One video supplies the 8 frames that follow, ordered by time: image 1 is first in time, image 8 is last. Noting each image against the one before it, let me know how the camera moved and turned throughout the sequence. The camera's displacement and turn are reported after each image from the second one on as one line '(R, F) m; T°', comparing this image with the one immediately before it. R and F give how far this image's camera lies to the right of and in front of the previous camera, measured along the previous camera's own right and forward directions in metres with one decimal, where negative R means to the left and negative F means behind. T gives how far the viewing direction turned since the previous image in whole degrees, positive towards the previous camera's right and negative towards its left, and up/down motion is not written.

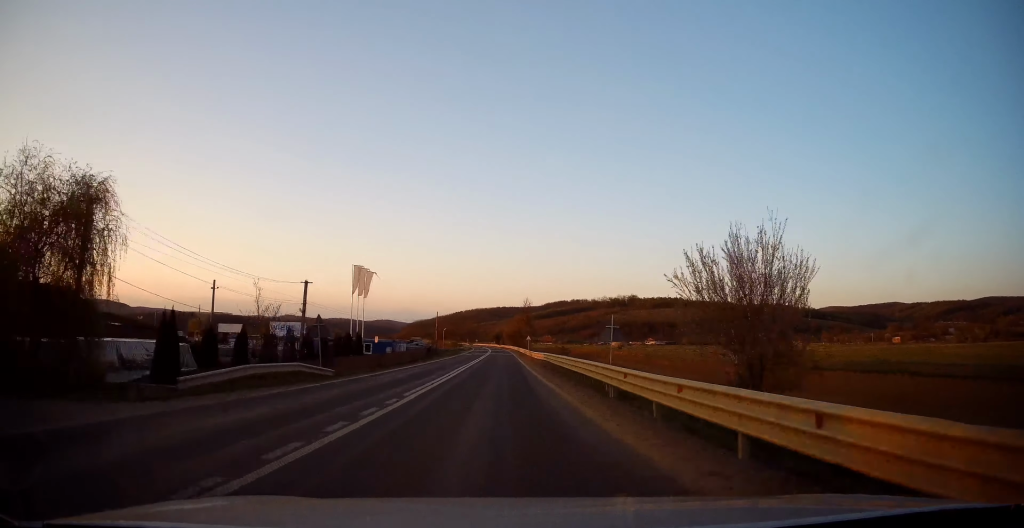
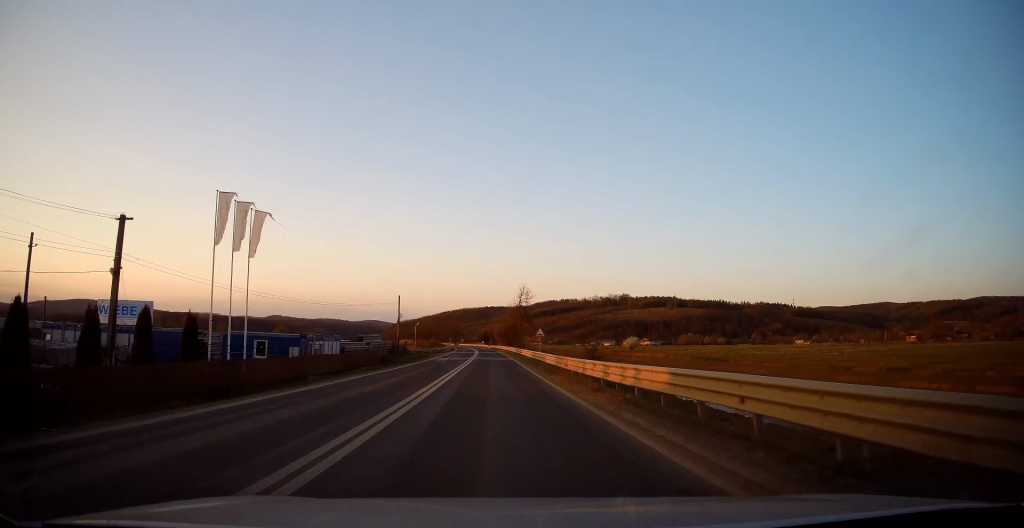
(+1.0, +27.0) m; +2°
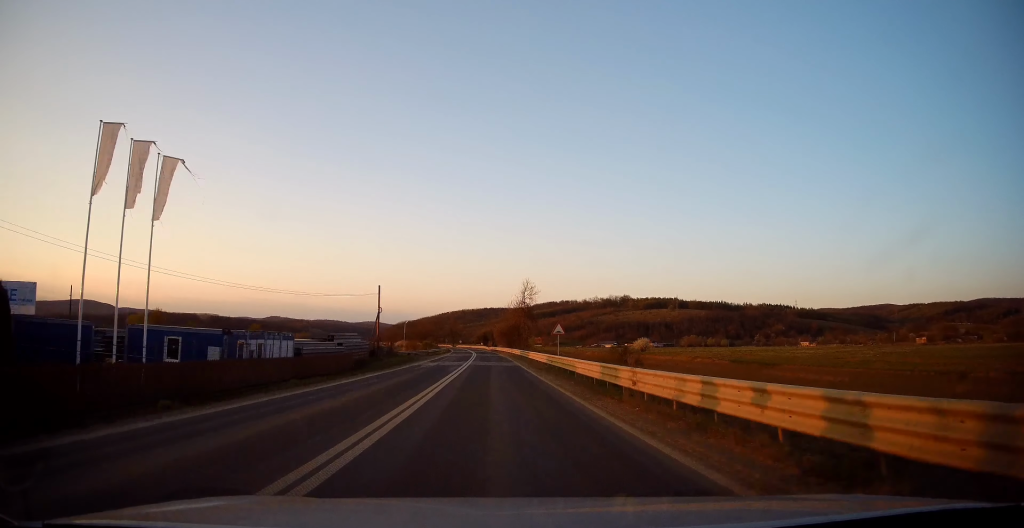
(-0.1, +10.4) m; 0°
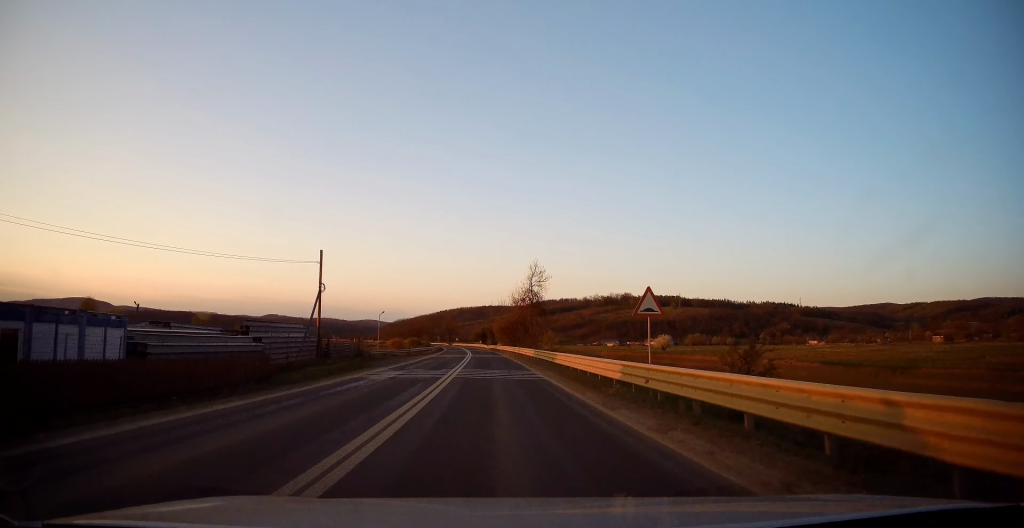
(+0.3, +17.5) m; 0°
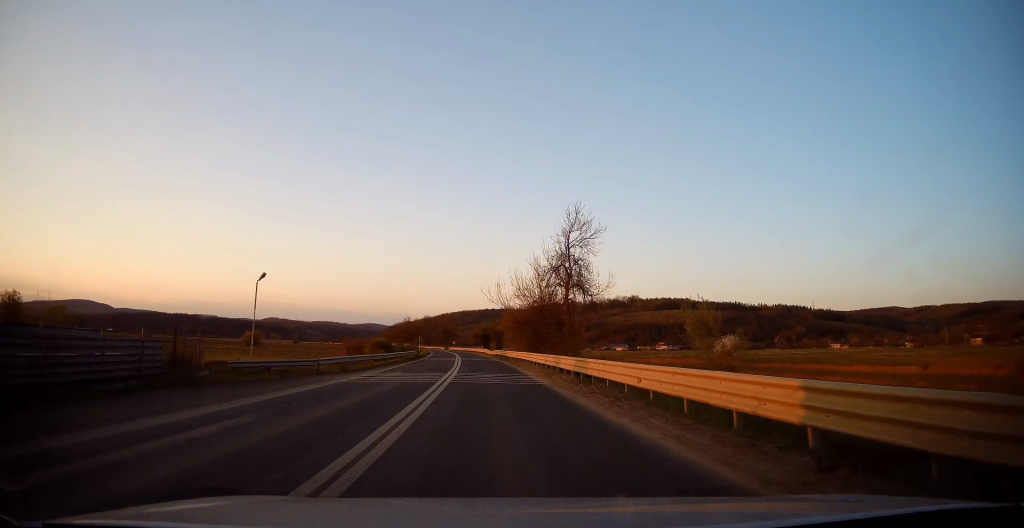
(-0.3, +31.7) m; 0°
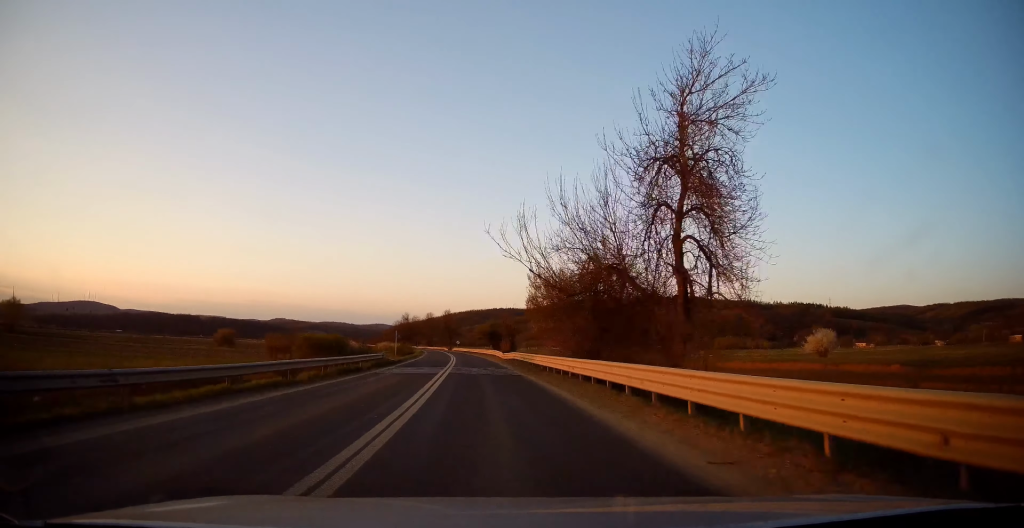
(+0.3, +24.3) m; 0°
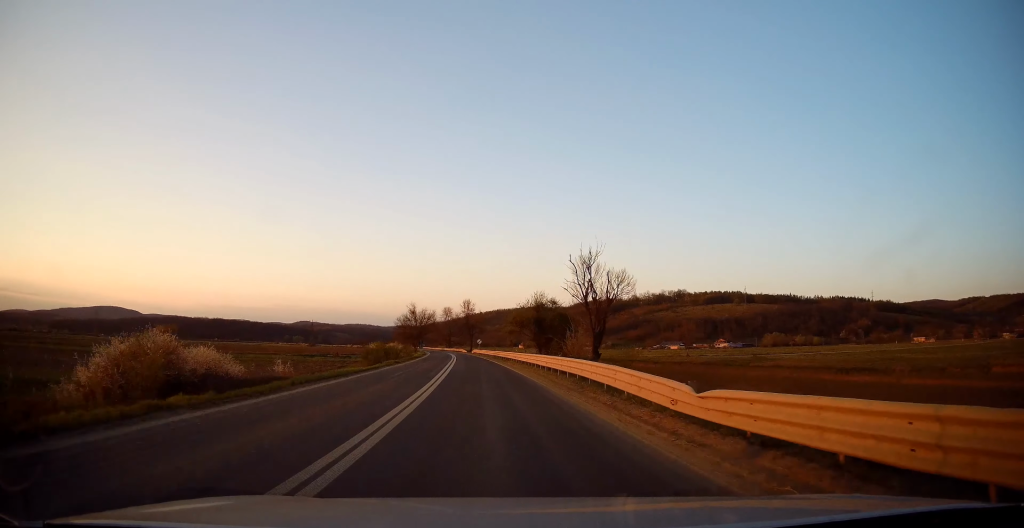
(-0.7, +42.0) m; -2°
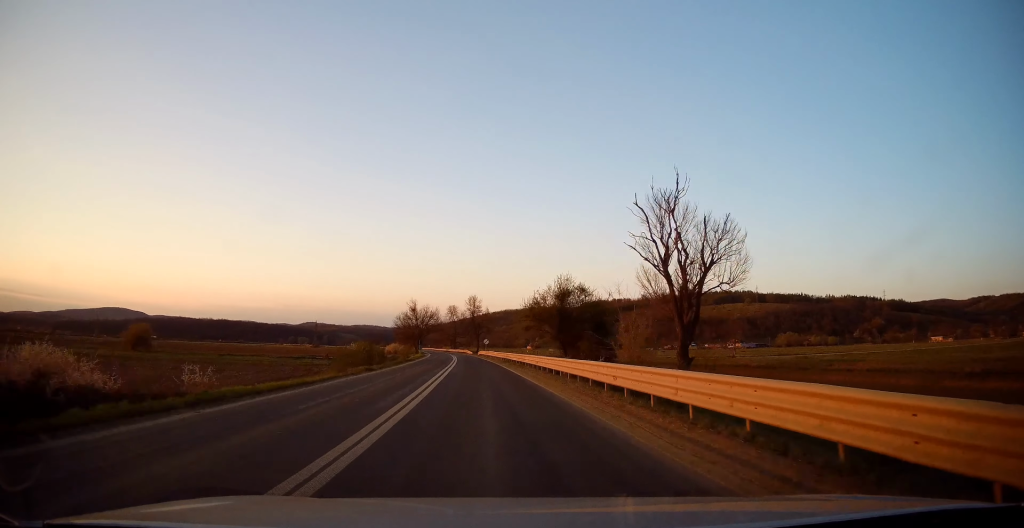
(-0.1, +12.0) m; -1°
